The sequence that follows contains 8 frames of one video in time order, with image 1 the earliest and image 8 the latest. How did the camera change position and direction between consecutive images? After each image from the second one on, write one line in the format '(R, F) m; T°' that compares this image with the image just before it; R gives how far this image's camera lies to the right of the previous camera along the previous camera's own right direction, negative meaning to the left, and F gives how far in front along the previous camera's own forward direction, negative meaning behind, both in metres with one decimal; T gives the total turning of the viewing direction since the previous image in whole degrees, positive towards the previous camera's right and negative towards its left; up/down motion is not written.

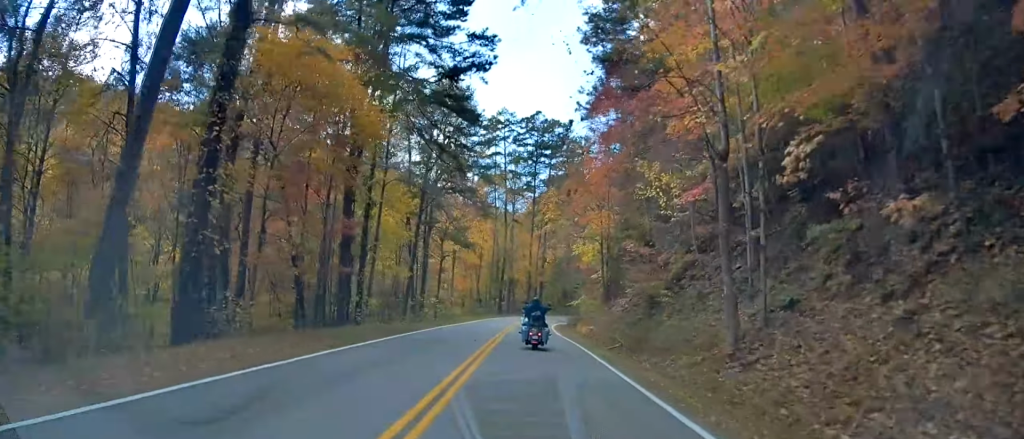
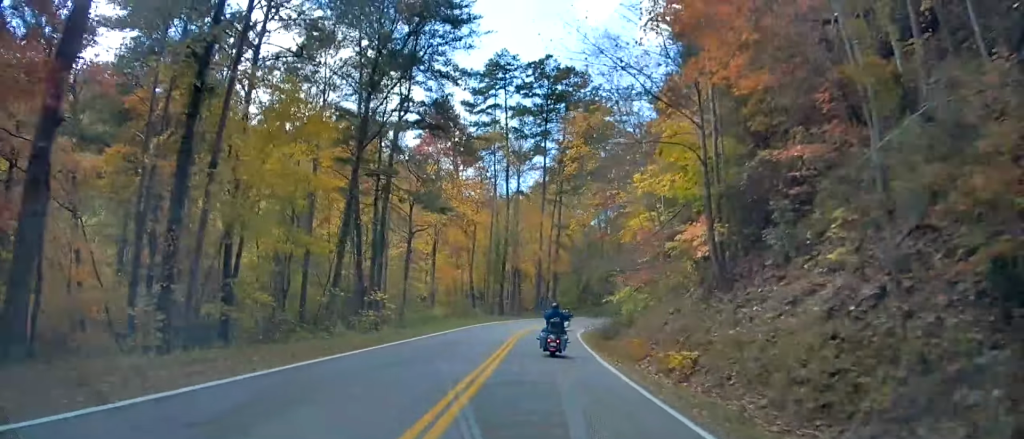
(-0.7, +20.9) m; -1°
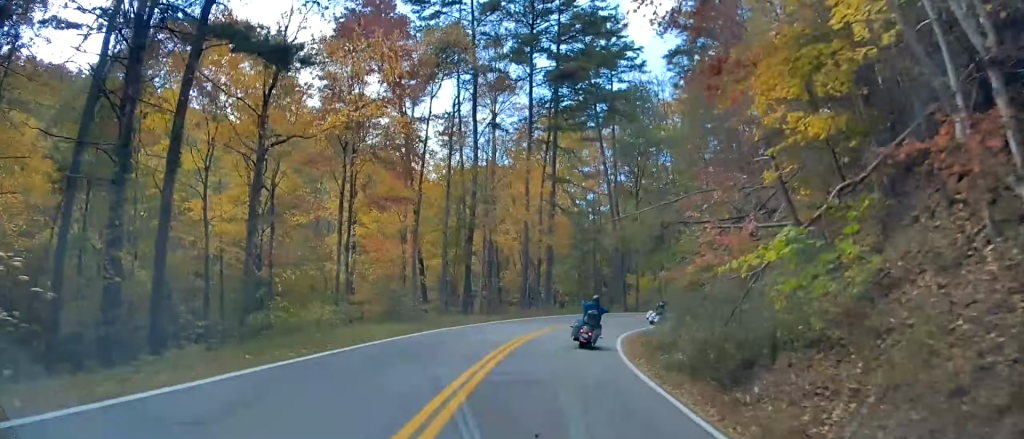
(+0.6, +23.4) m; +4°
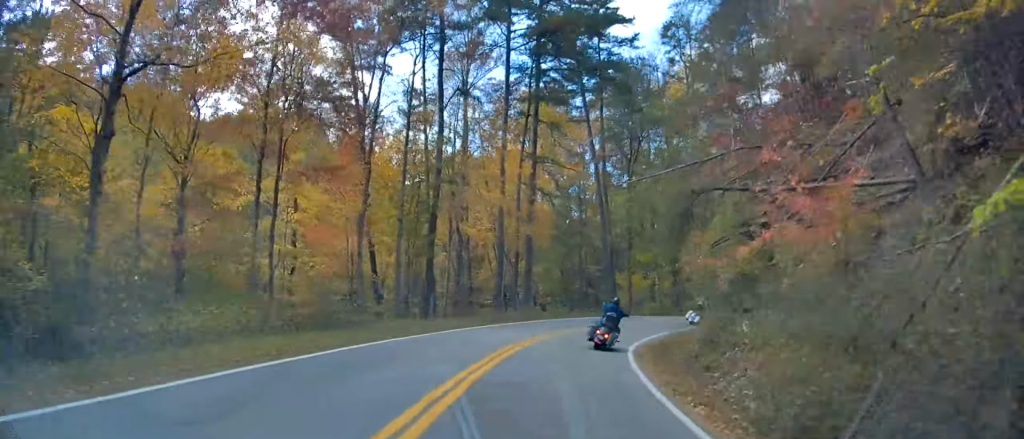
(+0.1, +7.7) m; +3°
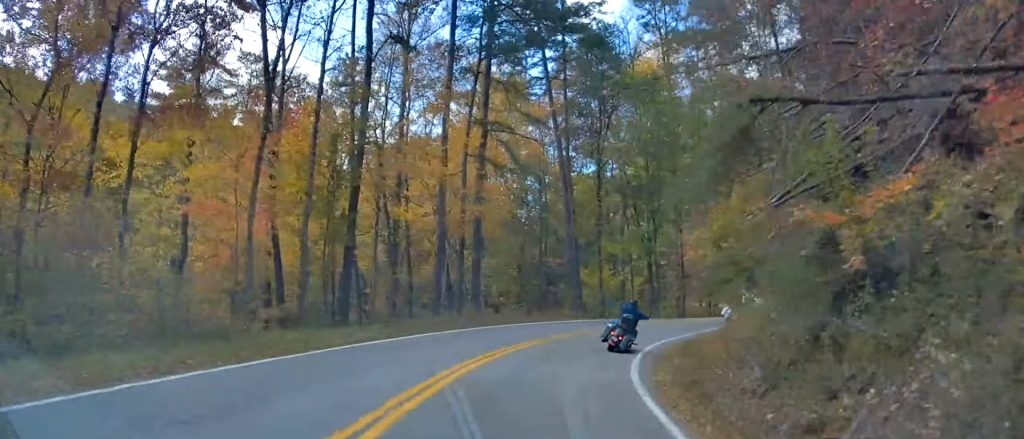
(-0.1, +8.1) m; +3°
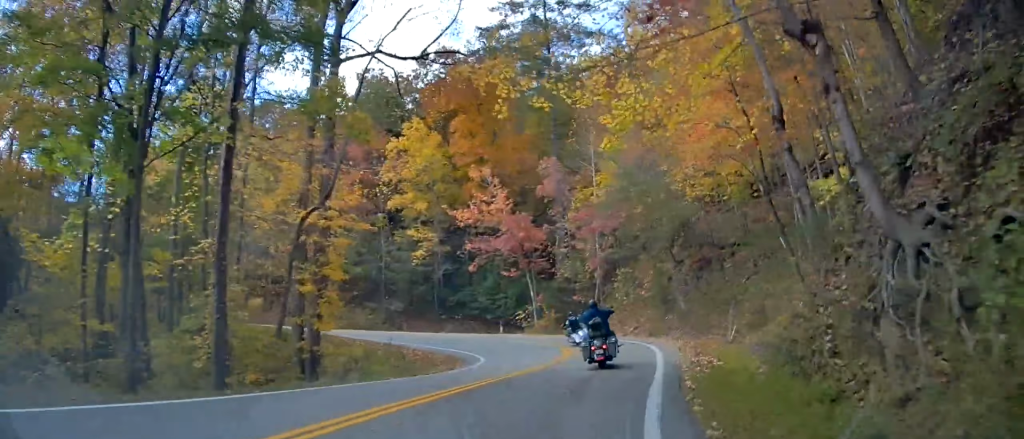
(+7.9, +31.5) m; +29°
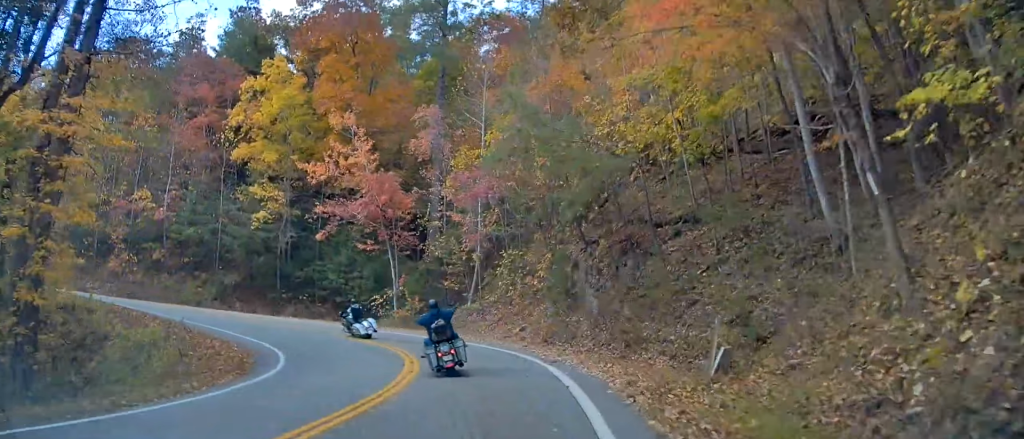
(+0.9, +10.7) m; +2°
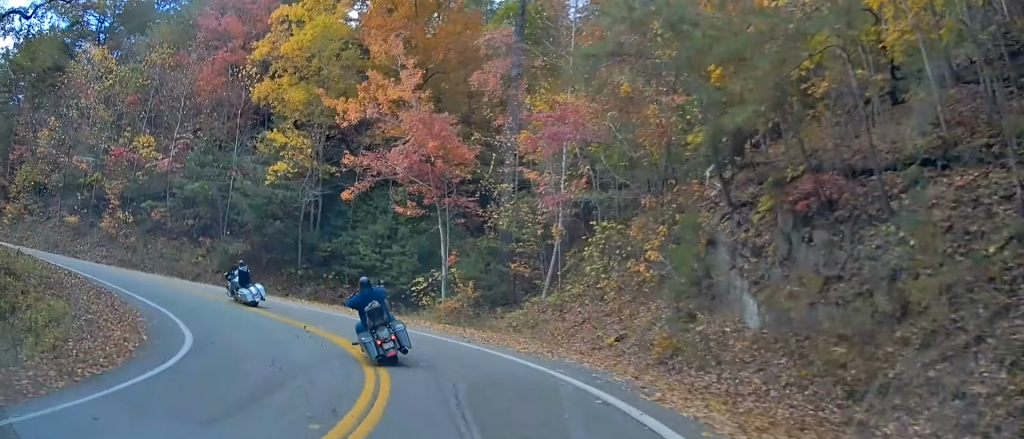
(-0.3, +10.3) m; -7°
